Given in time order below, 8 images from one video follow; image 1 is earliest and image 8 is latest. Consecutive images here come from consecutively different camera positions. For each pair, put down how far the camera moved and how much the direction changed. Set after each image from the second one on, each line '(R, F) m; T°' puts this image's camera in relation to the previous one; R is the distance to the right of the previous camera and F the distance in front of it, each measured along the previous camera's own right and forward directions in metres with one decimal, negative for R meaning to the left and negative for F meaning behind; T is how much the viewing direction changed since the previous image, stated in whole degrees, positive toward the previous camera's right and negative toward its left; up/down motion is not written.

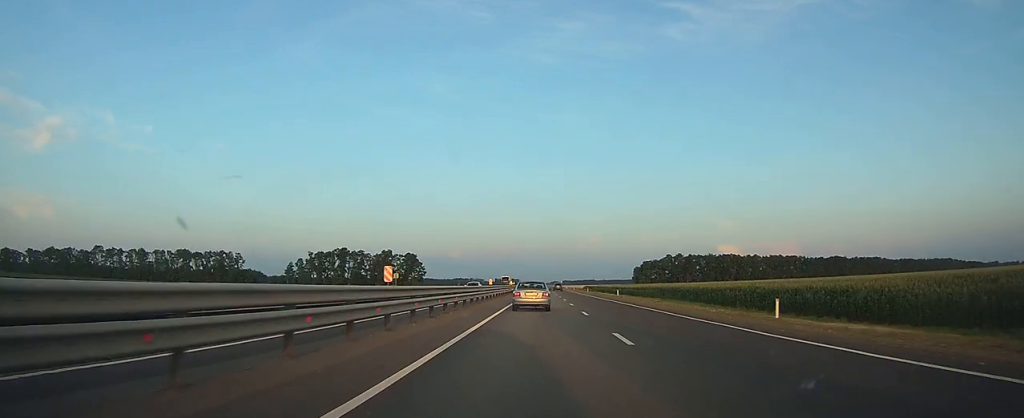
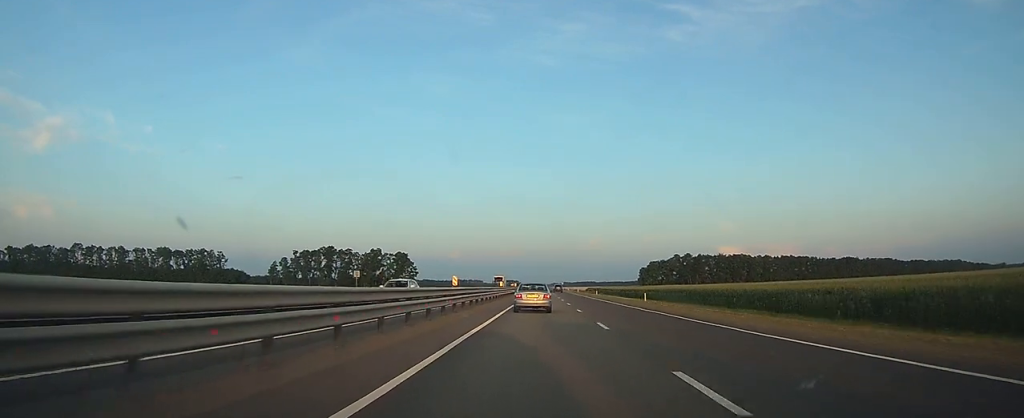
(0.0, +18.8) m; 0°
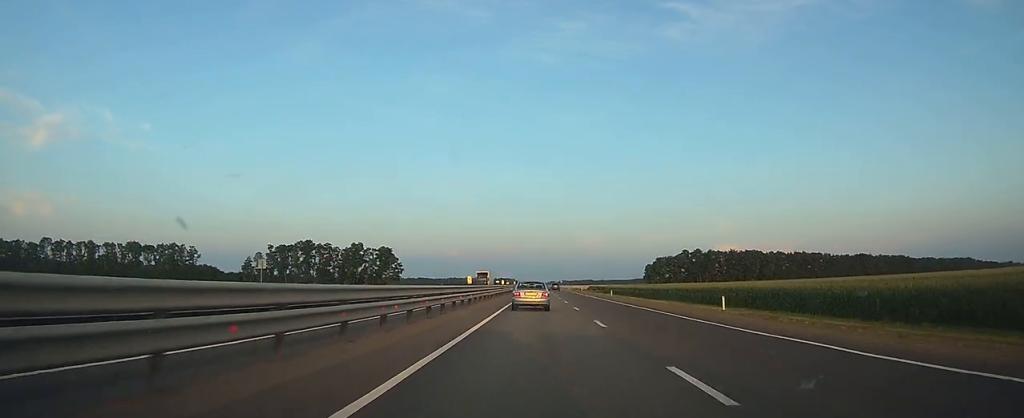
(0.0, +23.5) m; 0°
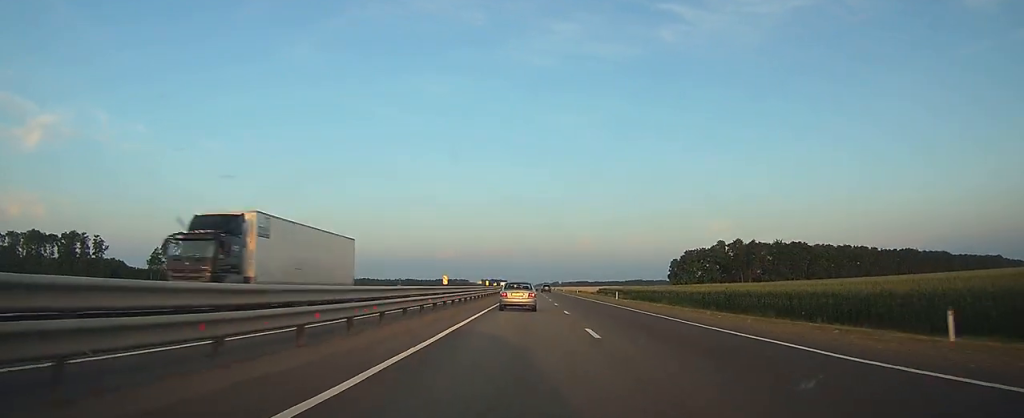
(+0.4, +63.6) m; +1°
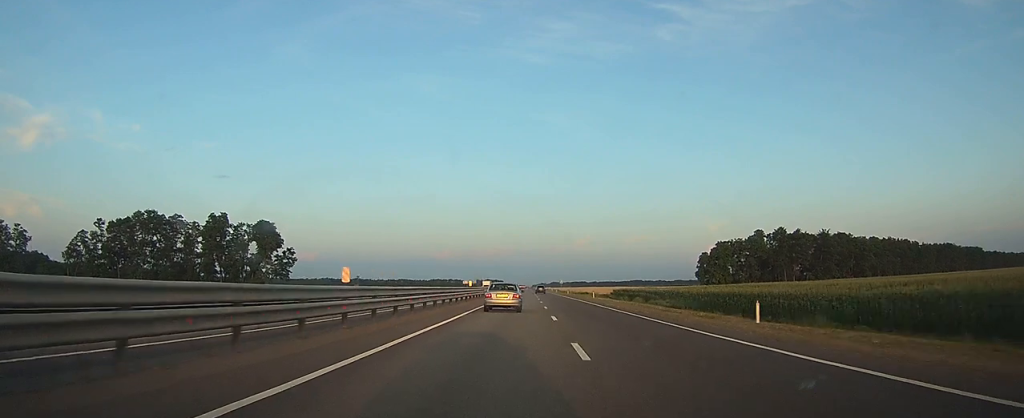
(+0.1, +40.1) m; 0°
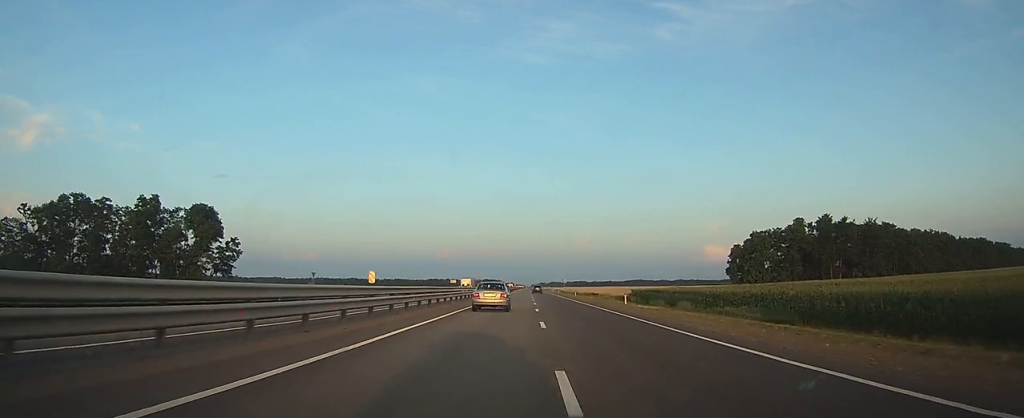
(0.0, +28.3) m; 0°
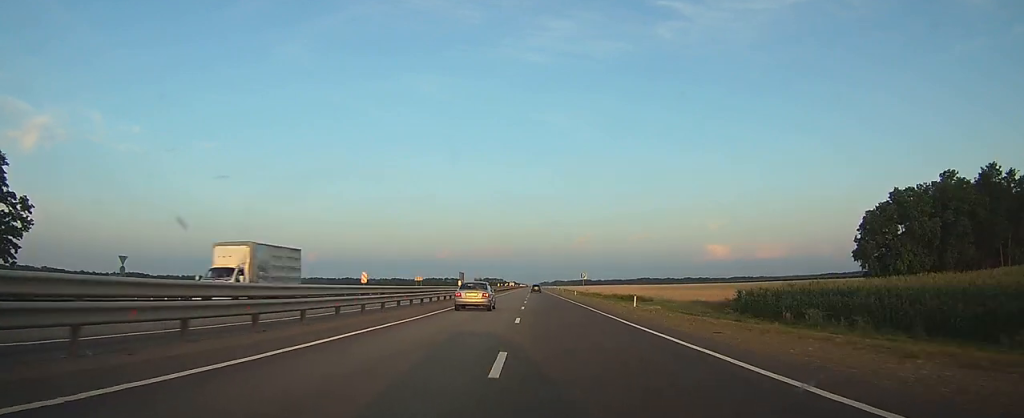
(+0.1, +57.7) m; 0°
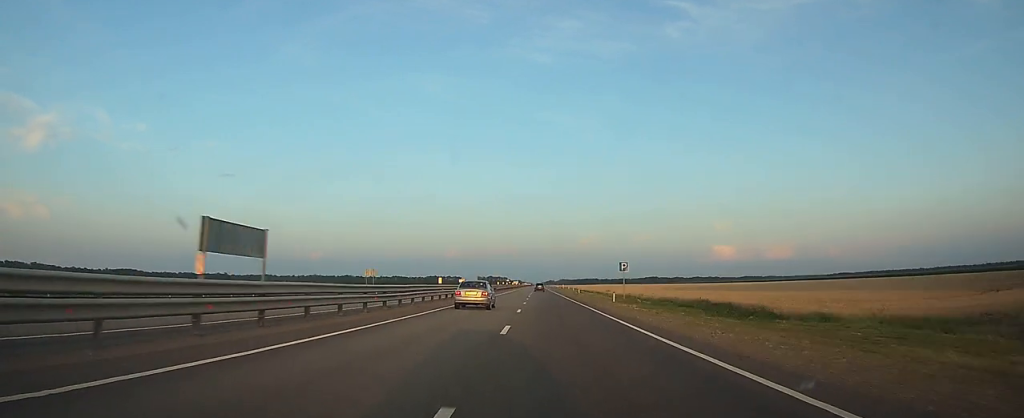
(-0.1, +40.9) m; 0°
